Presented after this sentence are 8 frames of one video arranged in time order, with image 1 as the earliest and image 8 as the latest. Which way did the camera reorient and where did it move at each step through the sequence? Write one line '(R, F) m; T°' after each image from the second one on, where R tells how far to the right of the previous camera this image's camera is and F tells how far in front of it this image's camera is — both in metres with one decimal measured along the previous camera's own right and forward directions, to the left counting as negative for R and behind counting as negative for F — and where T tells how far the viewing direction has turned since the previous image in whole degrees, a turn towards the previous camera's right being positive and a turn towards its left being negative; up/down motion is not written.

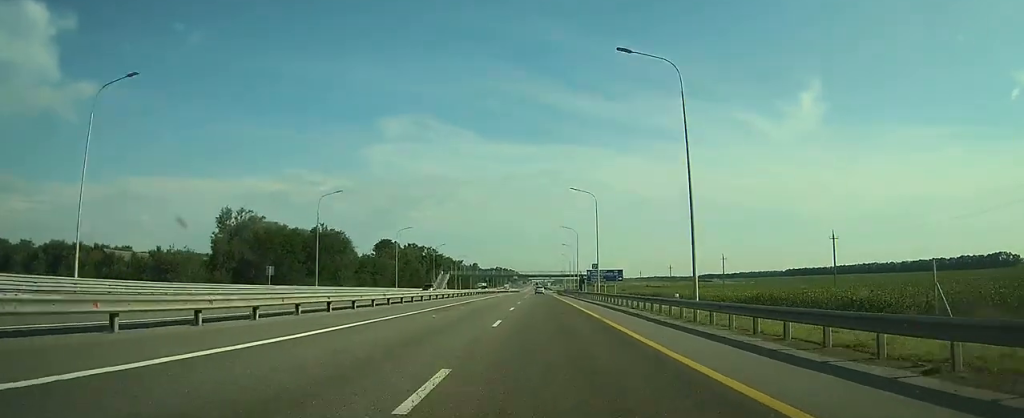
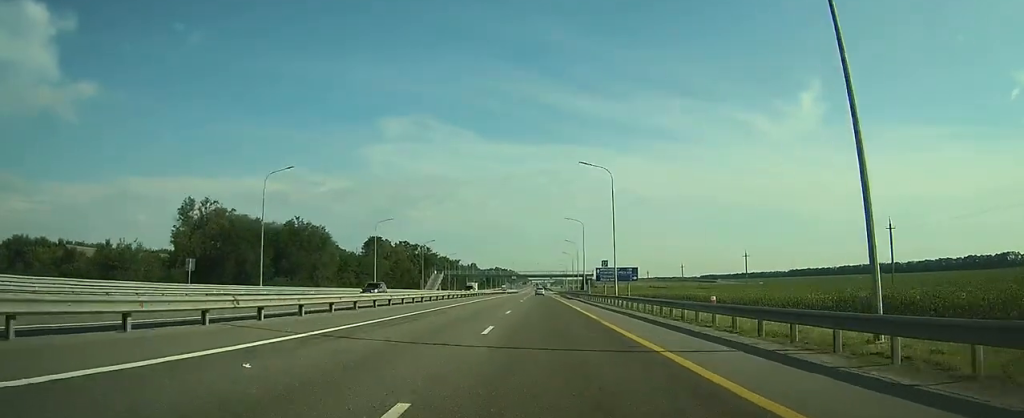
(0.0, +14.6) m; 0°
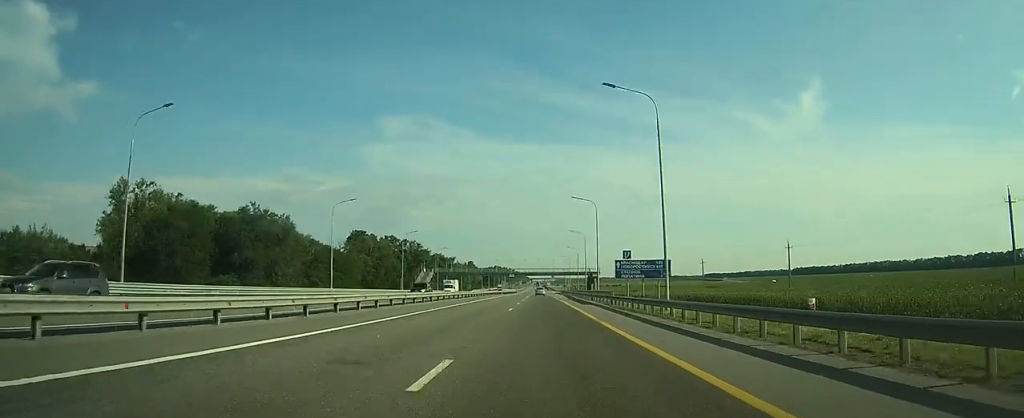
(0.0, +20.4) m; 0°
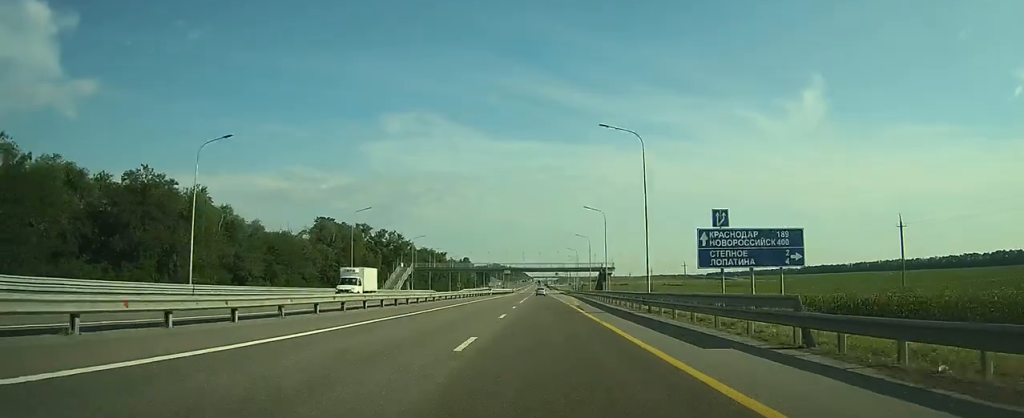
(+0.1, +32.0) m; 0°
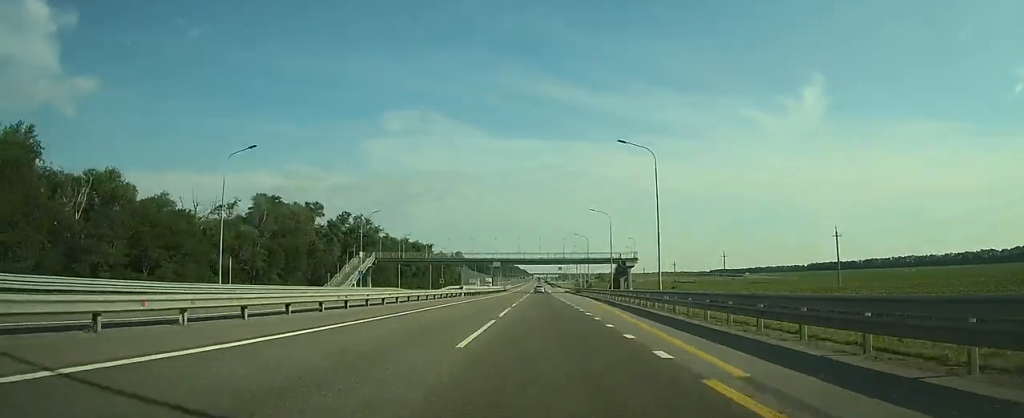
(0.0, +35.6) m; 0°
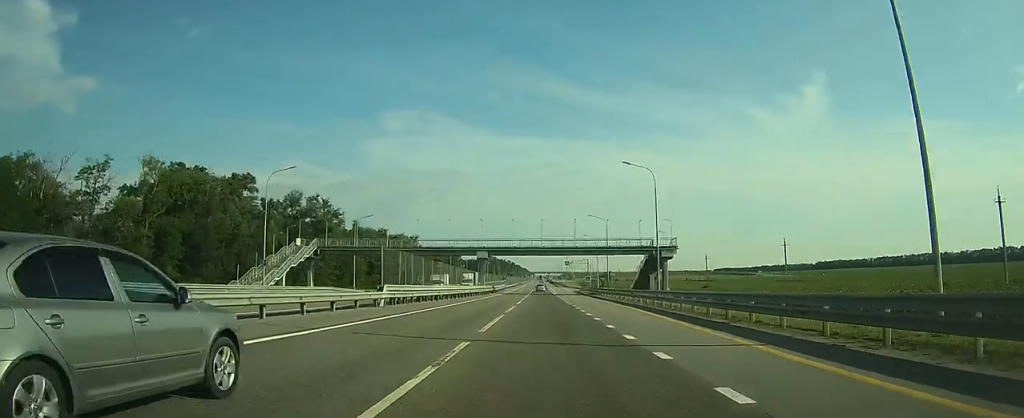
(-0.2, +32.2) m; 0°
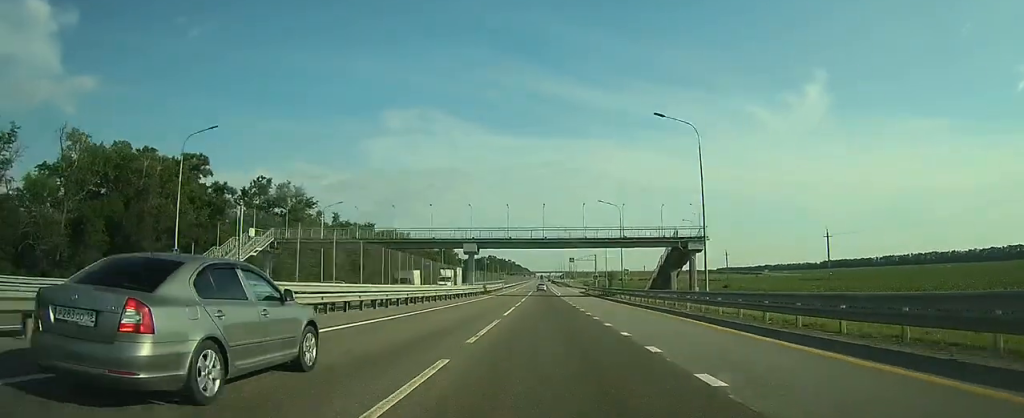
(0.0, +15.0) m; 0°
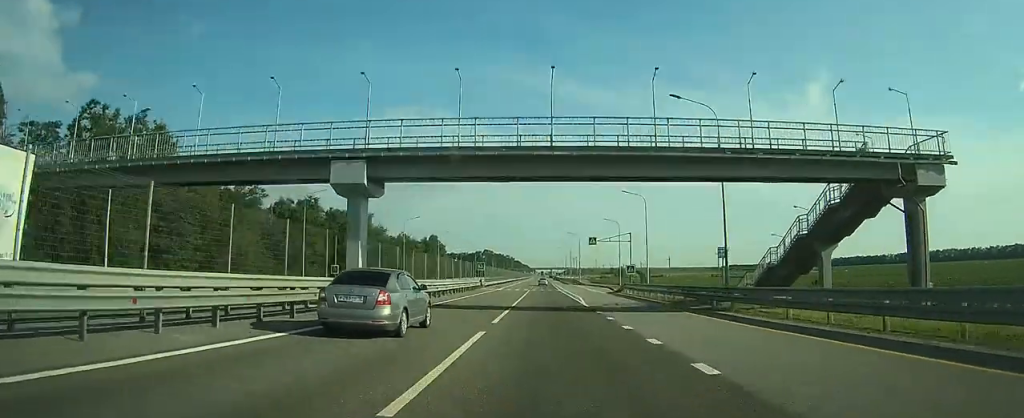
(-0.1, +43.5) m; 0°
